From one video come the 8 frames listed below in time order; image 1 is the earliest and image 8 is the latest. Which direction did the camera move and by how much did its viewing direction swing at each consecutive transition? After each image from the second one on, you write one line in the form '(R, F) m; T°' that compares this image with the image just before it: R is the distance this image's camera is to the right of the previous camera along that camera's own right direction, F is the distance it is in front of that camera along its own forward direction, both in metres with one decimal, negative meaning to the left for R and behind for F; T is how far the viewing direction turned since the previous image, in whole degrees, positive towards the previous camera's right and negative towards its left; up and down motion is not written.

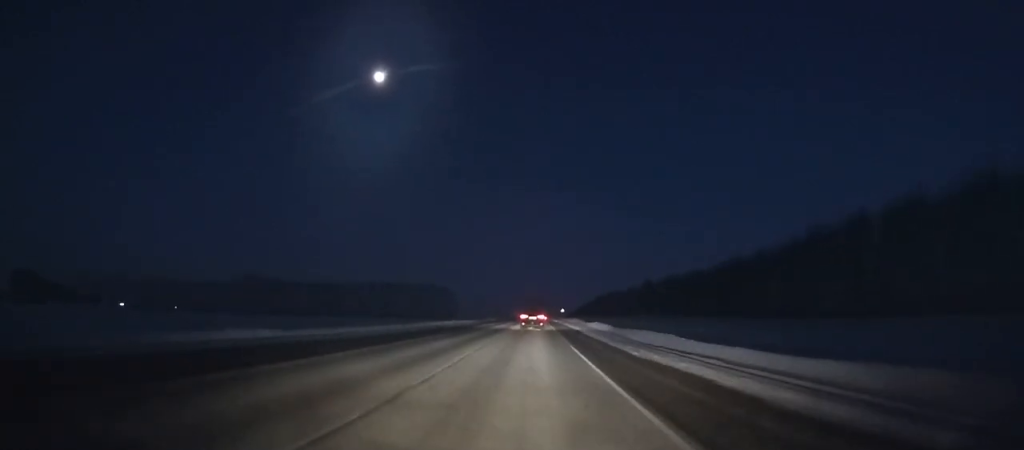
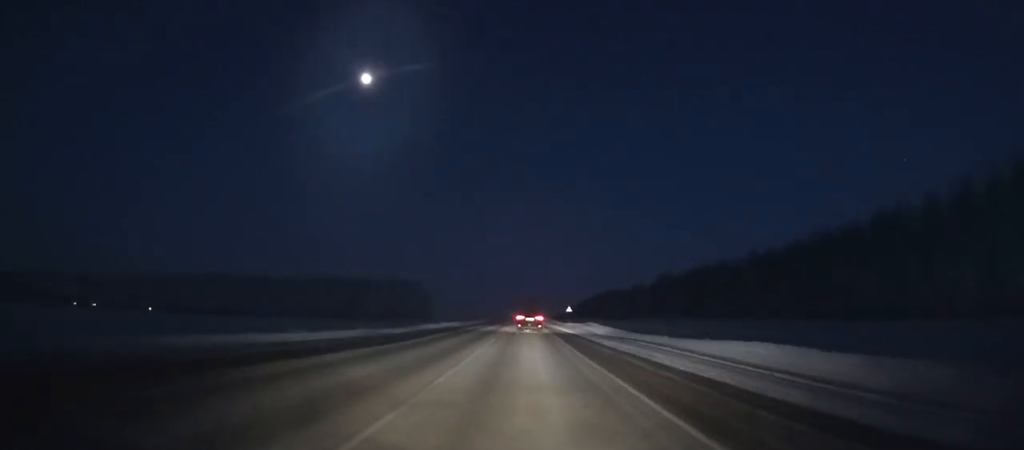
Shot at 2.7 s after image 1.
(+0.4, +58.7) m; +1°
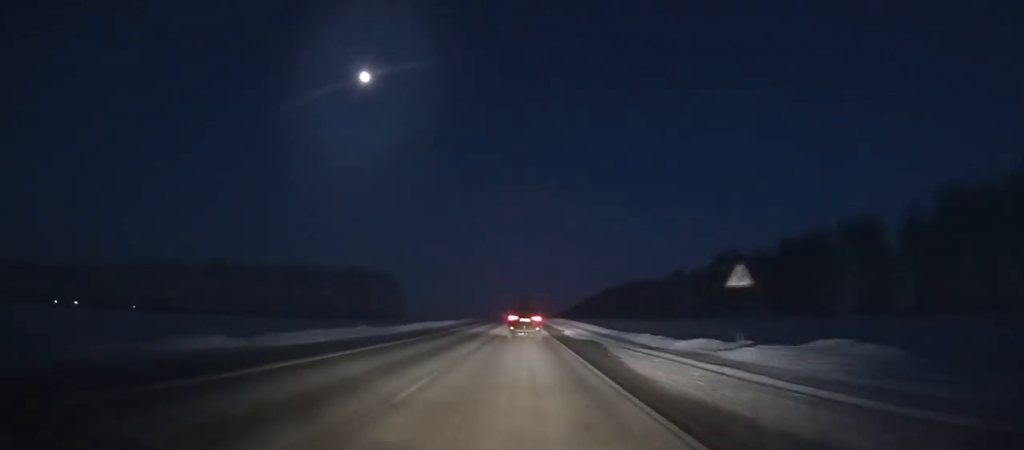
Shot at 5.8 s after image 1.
(+0.5, +67.0) m; 0°
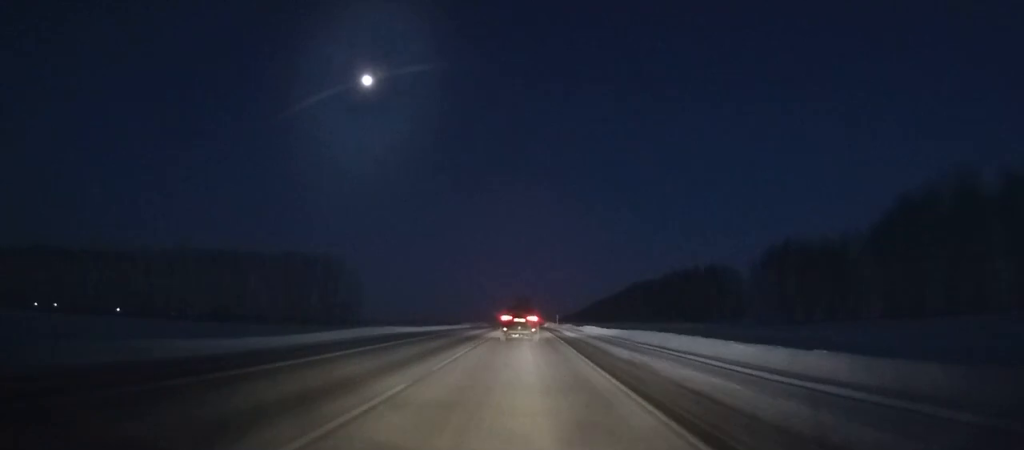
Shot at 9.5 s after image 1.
(-0.4, +79.0) m; -1°
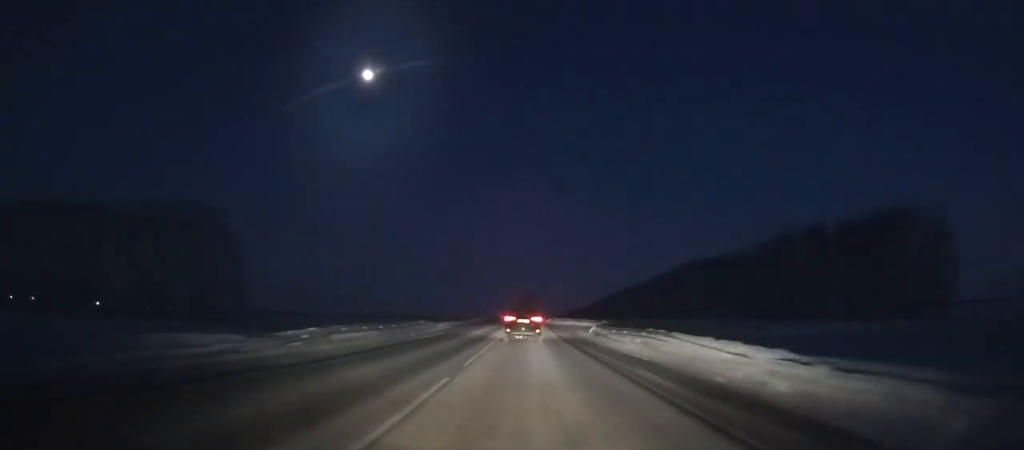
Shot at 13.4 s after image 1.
(-0.2, +82.0) m; 0°
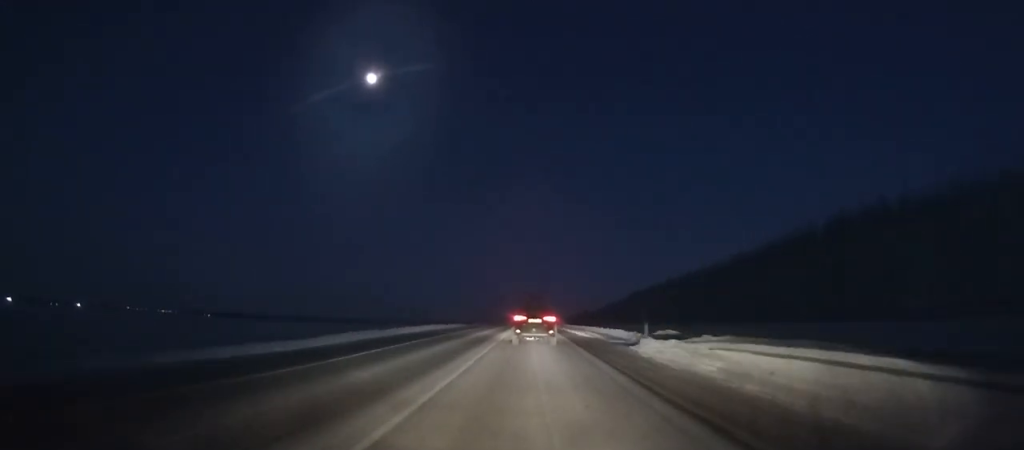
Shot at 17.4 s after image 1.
(+0.1, +83.2) m; 0°
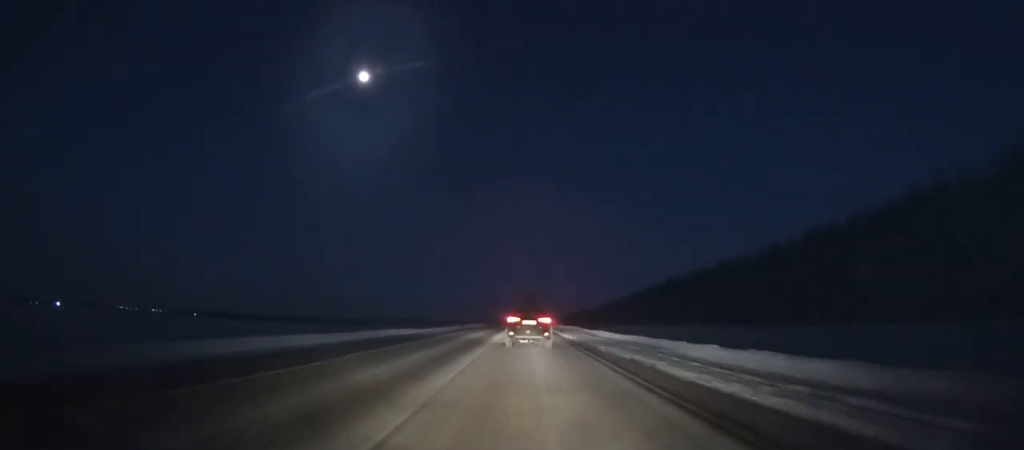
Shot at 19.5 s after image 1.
(-0.1, +43.4) m; 0°
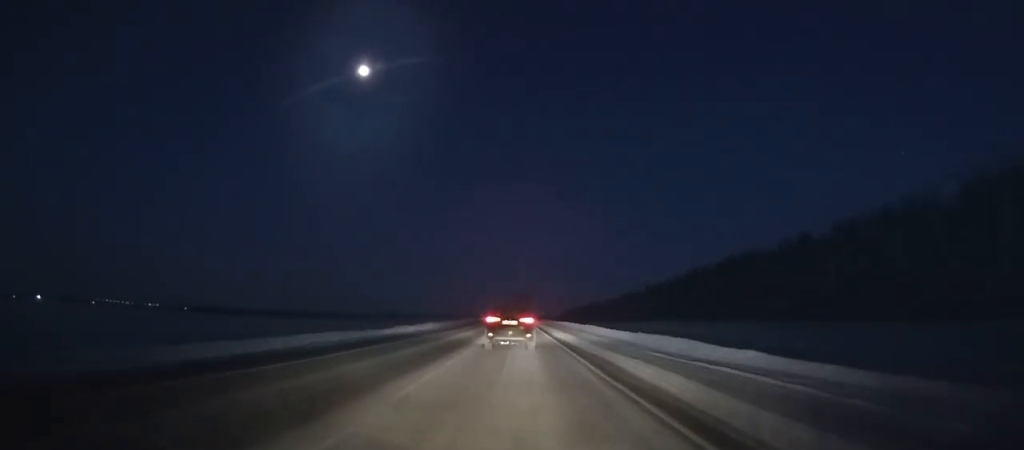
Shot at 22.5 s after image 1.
(+0.4, +61.5) m; 0°
